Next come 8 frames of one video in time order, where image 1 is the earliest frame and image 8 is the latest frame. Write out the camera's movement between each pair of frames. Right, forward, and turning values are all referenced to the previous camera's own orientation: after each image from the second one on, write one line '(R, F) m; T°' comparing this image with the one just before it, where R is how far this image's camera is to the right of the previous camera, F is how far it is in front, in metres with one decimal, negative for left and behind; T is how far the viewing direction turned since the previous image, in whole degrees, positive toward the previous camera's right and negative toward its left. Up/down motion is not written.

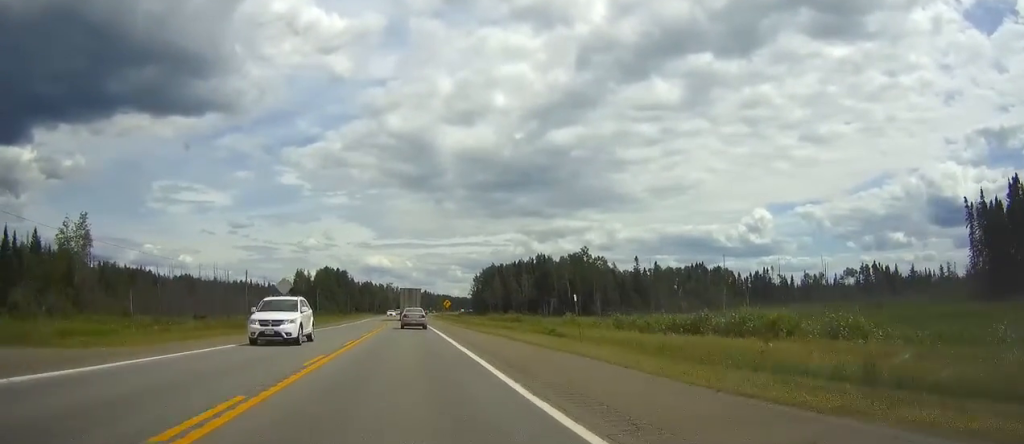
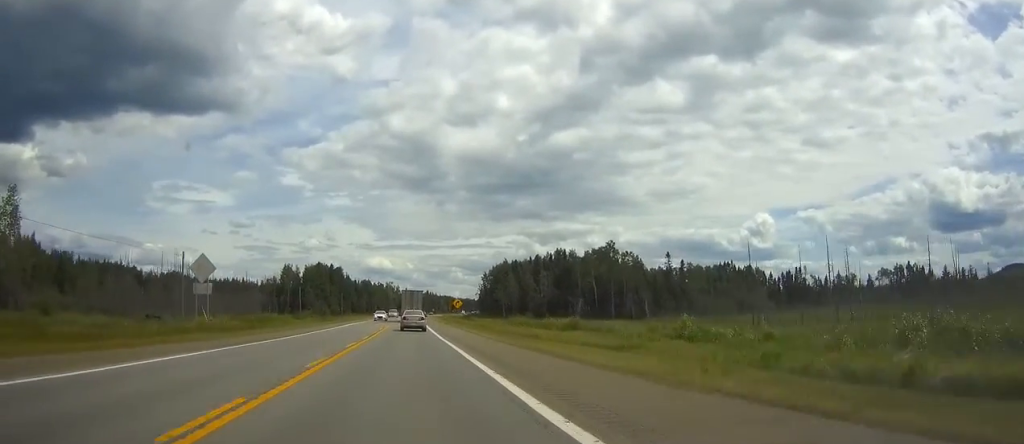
(-0.1, +26.4) m; 0°
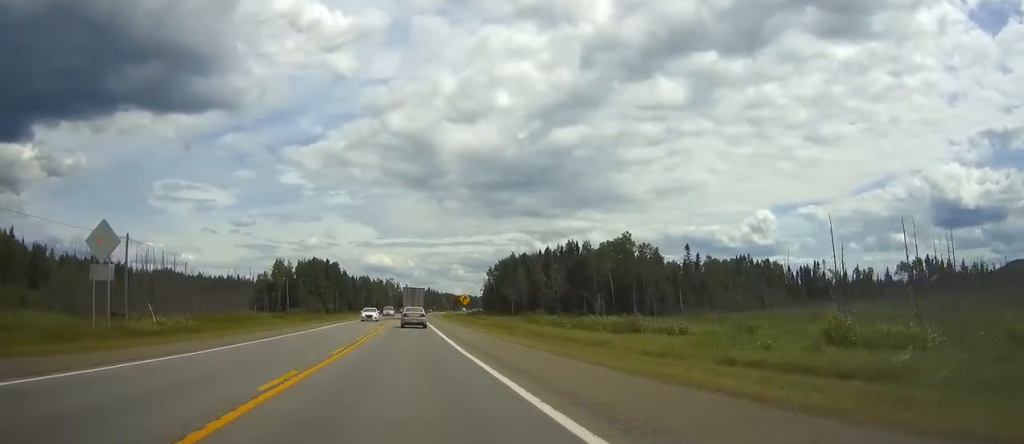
(0.0, +13.7) m; 0°
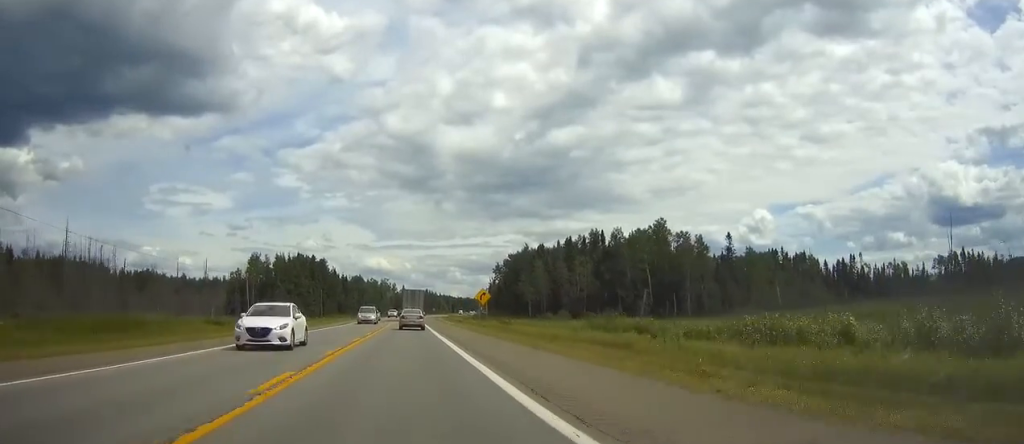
(+0.1, +26.7) m; 0°
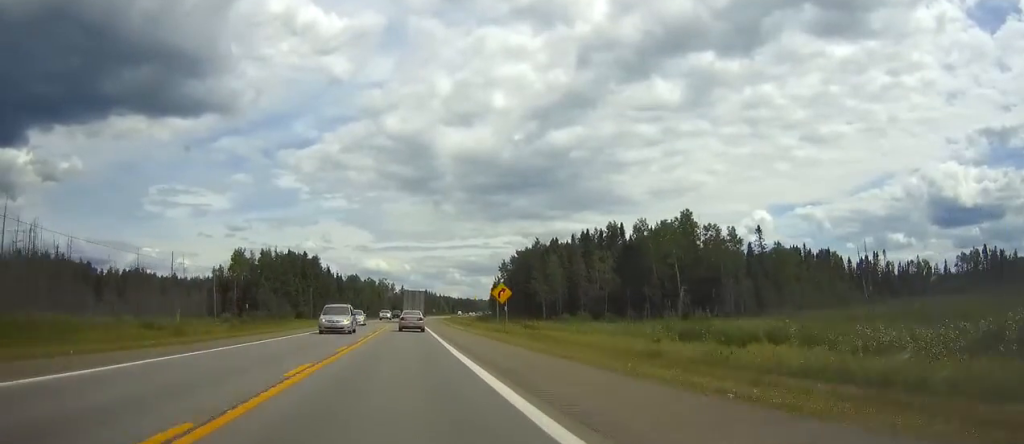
(0.0, +14.8) m; 0°
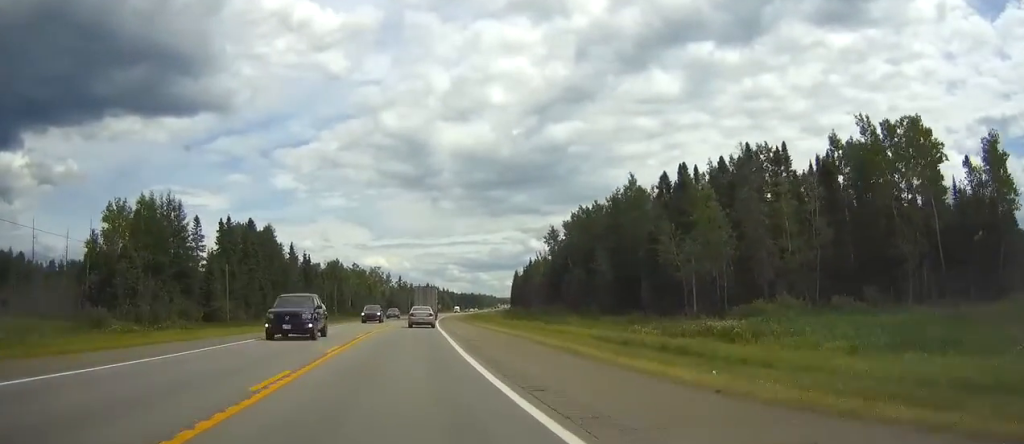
(0.0, +64.4) m; 0°
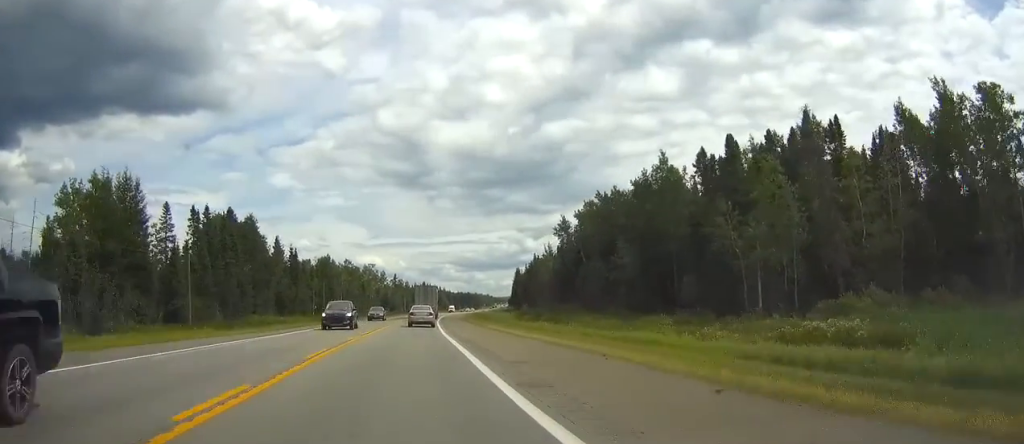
(0.0, +12.2) m; 0°
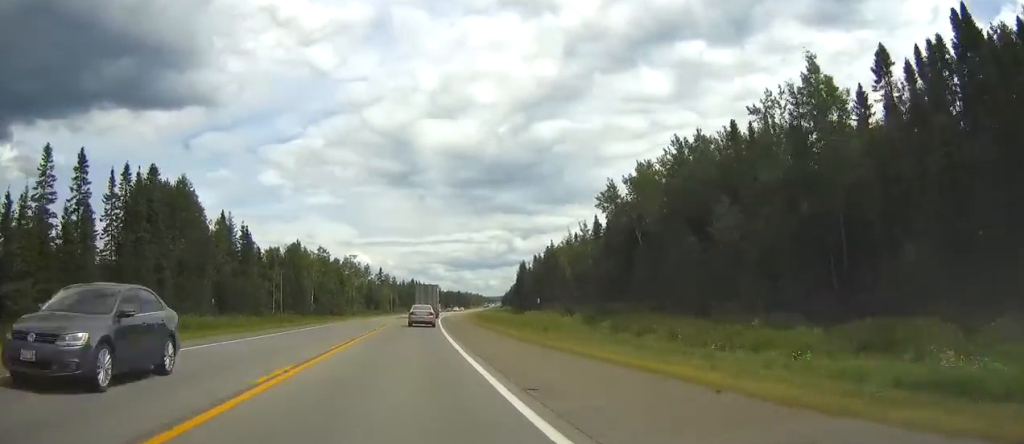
(+0.2, +31.9) m; +1°
